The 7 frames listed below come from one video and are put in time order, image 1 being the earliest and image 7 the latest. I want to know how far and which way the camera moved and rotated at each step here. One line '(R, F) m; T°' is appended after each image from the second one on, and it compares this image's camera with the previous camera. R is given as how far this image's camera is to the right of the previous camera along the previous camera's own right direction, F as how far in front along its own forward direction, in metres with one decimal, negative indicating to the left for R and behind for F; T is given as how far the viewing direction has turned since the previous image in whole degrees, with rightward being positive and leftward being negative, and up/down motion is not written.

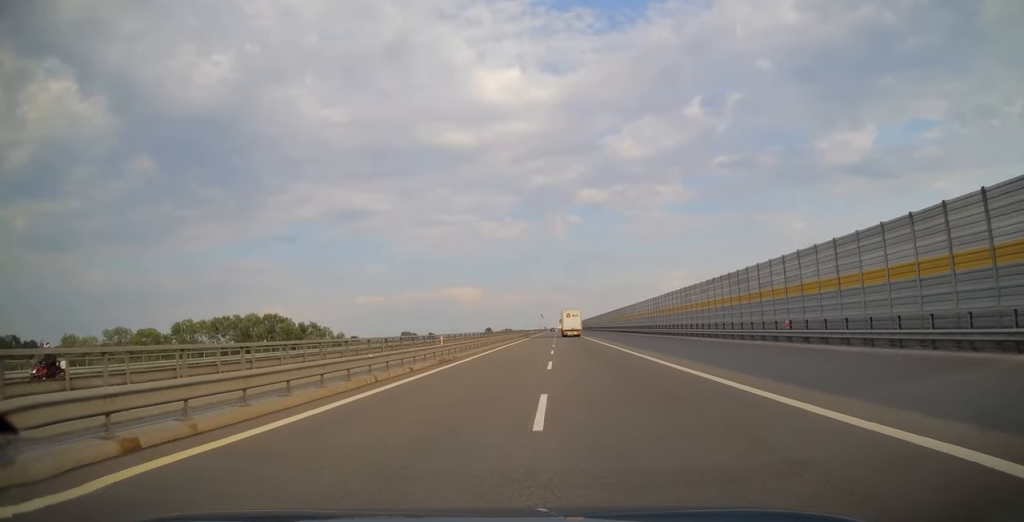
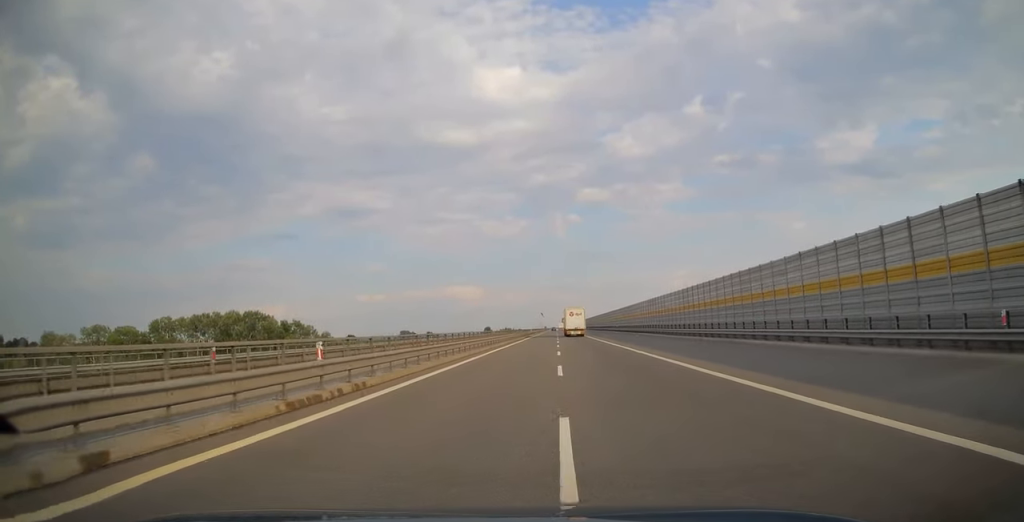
(+0.1, +15.2) m; 0°
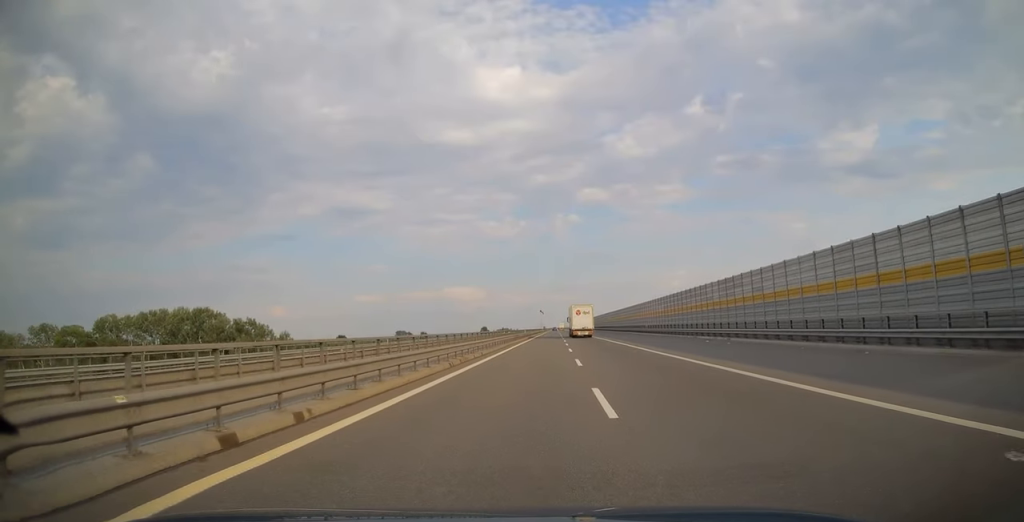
(0.0, +32.0) m; 0°
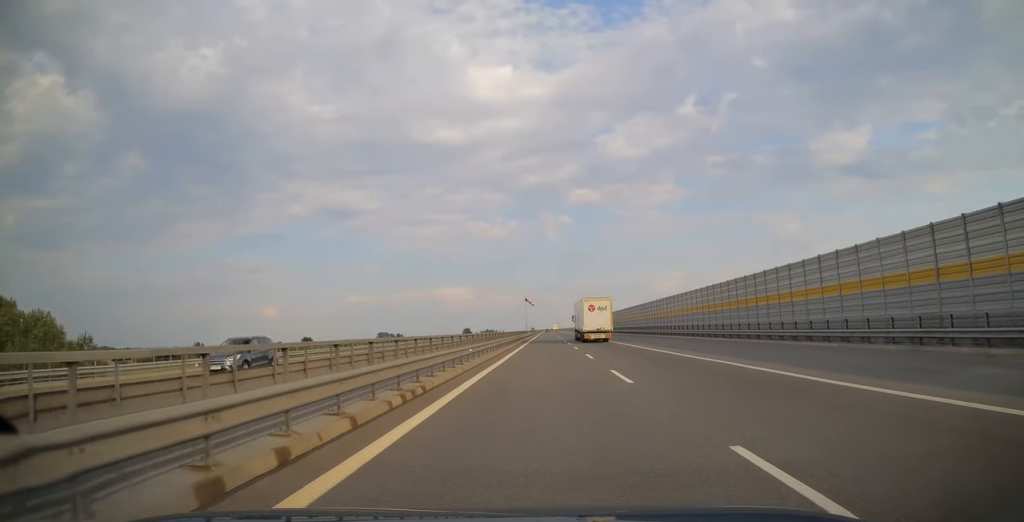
(0.0, +78.7) m; +1°
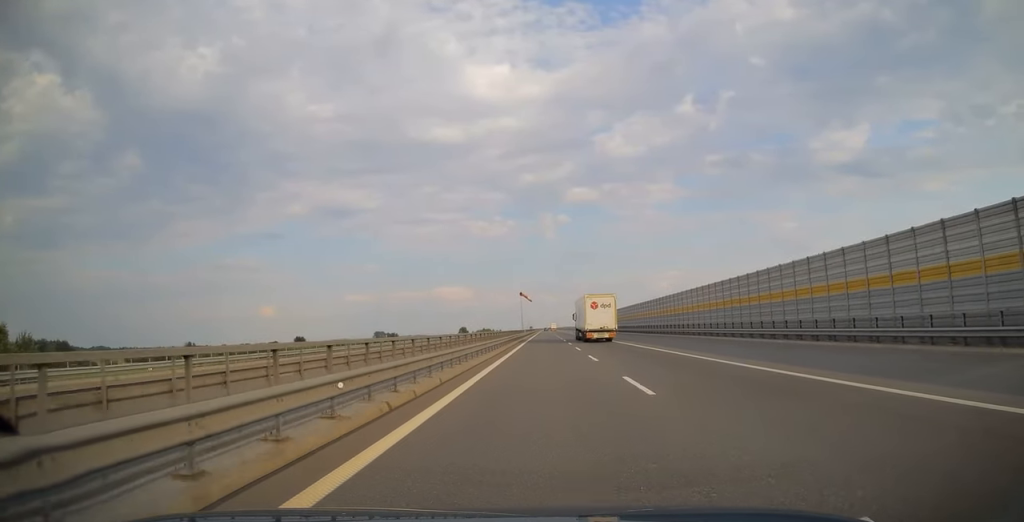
(0.0, +14.7) m; 0°
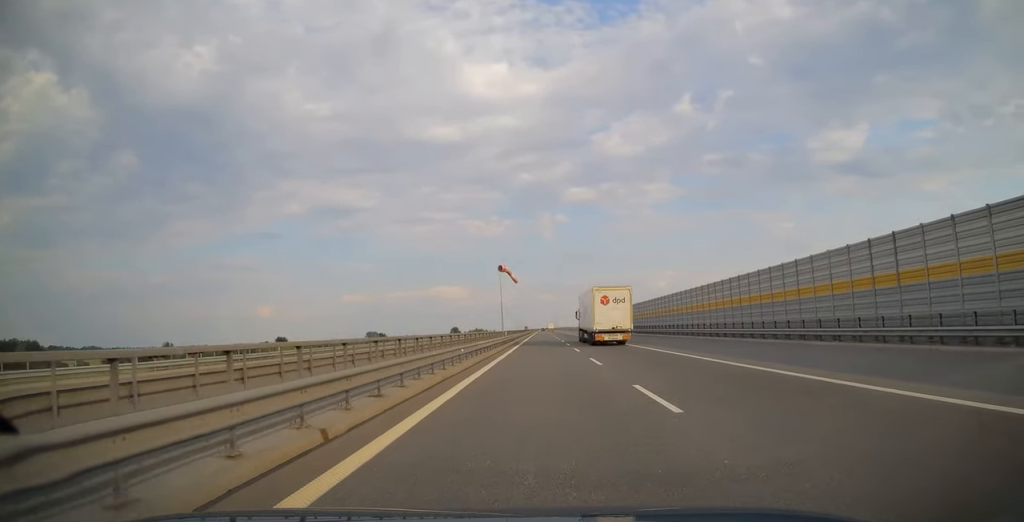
(+0.4, +38.6) m; +1°
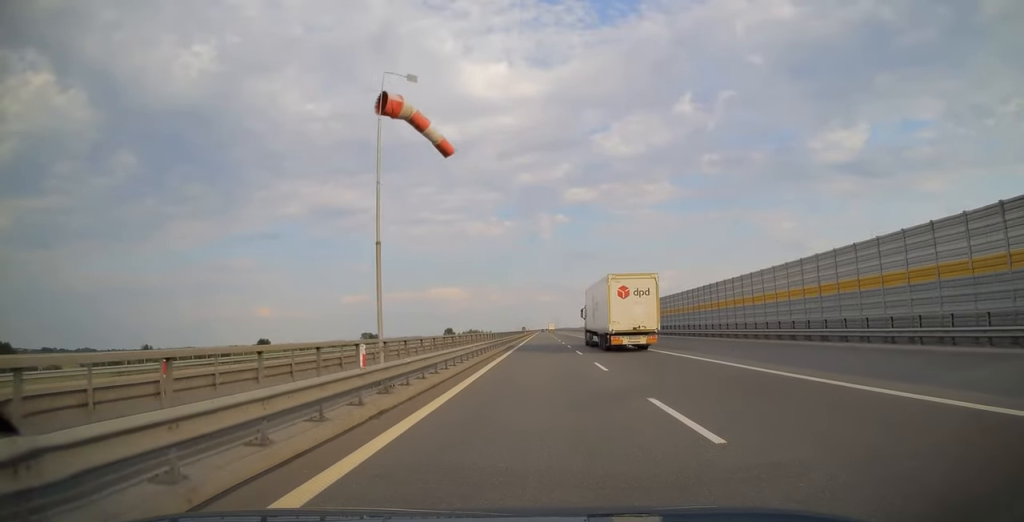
(-0.2, +38.6) m; 0°
